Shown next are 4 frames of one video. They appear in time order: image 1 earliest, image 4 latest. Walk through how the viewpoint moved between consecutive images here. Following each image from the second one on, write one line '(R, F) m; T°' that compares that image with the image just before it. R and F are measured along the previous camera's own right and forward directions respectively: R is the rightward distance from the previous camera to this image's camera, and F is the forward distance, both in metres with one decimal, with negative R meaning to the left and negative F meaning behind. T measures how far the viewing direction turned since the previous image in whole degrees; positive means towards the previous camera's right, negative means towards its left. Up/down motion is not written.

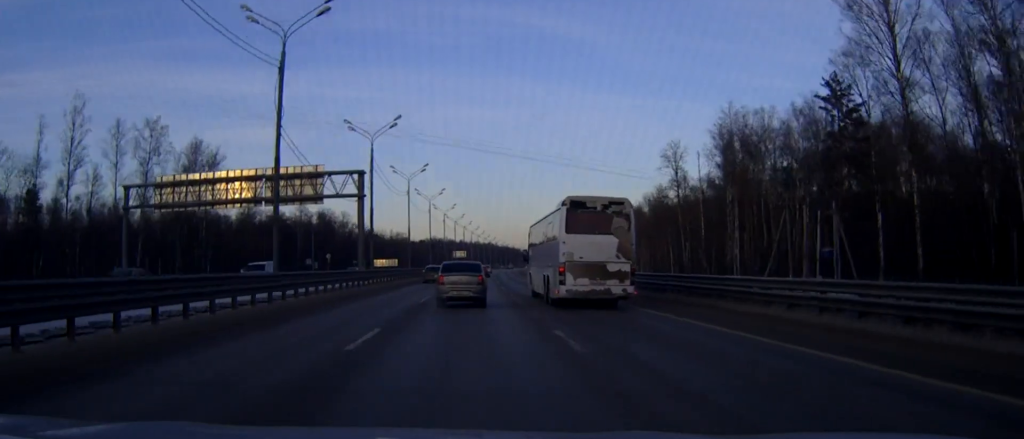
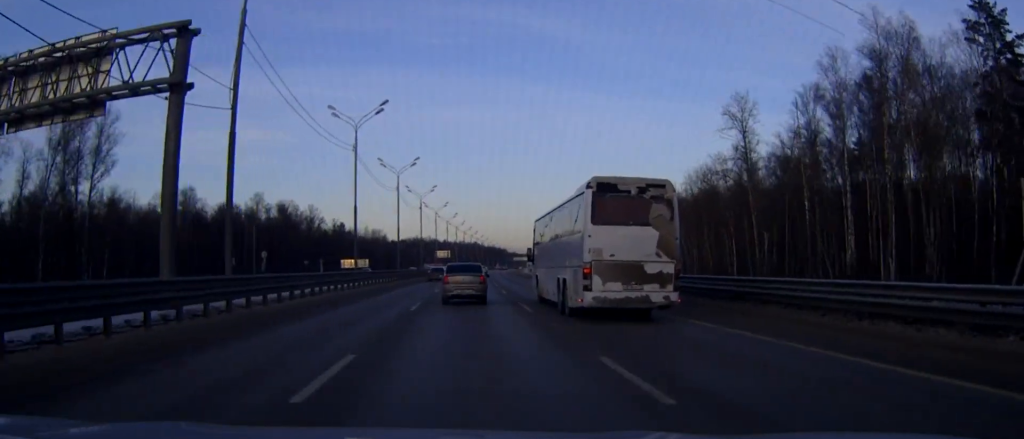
(+0.3, +36.7) m; +1°
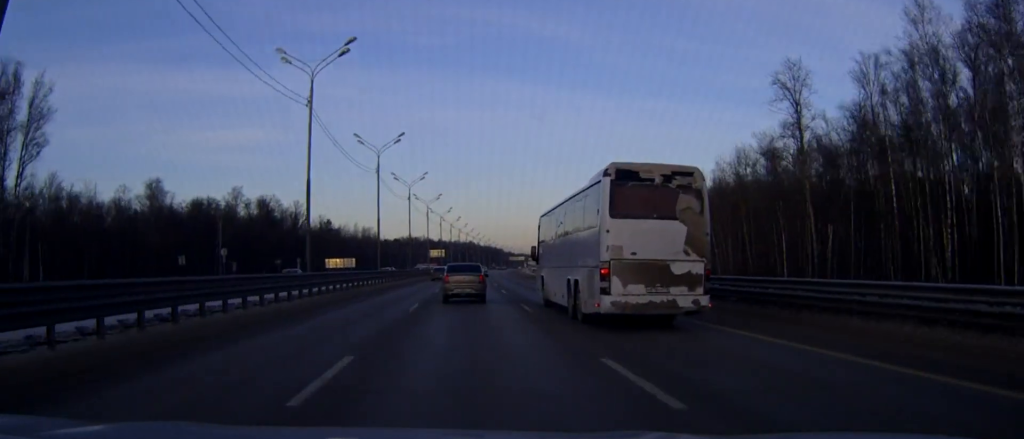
(+0.1, +16.3) m; 0°
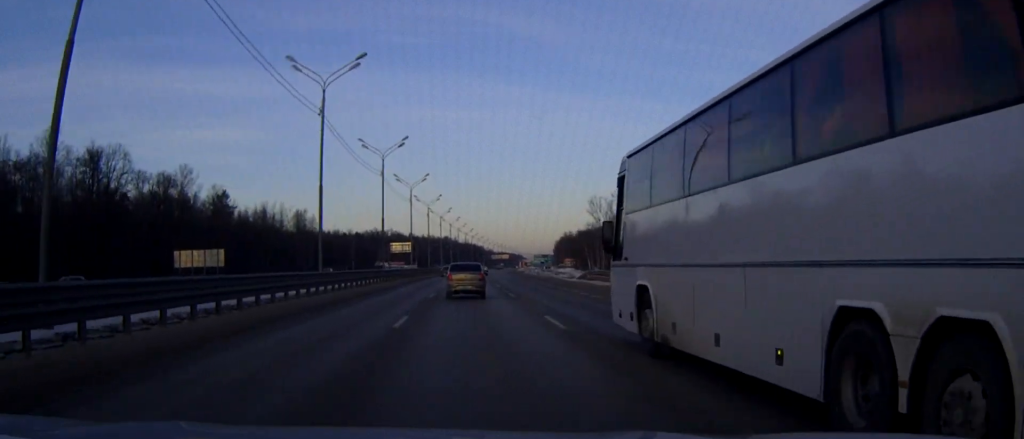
(+1.4, +86.9) m; +2°
